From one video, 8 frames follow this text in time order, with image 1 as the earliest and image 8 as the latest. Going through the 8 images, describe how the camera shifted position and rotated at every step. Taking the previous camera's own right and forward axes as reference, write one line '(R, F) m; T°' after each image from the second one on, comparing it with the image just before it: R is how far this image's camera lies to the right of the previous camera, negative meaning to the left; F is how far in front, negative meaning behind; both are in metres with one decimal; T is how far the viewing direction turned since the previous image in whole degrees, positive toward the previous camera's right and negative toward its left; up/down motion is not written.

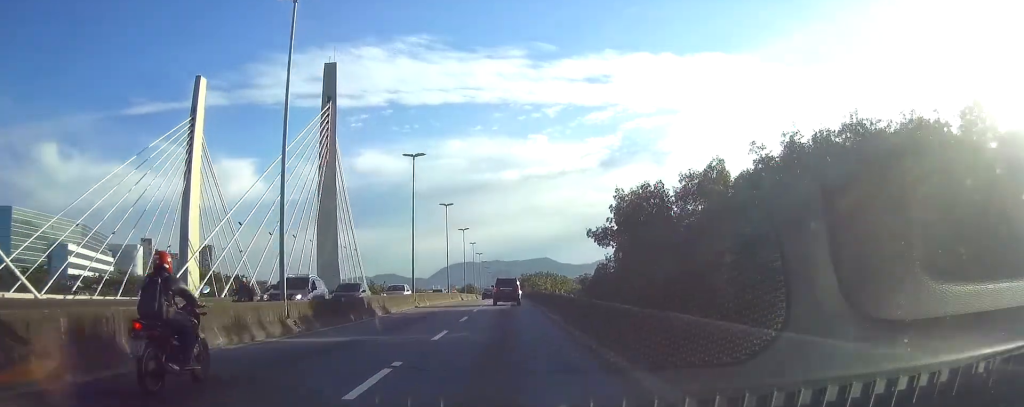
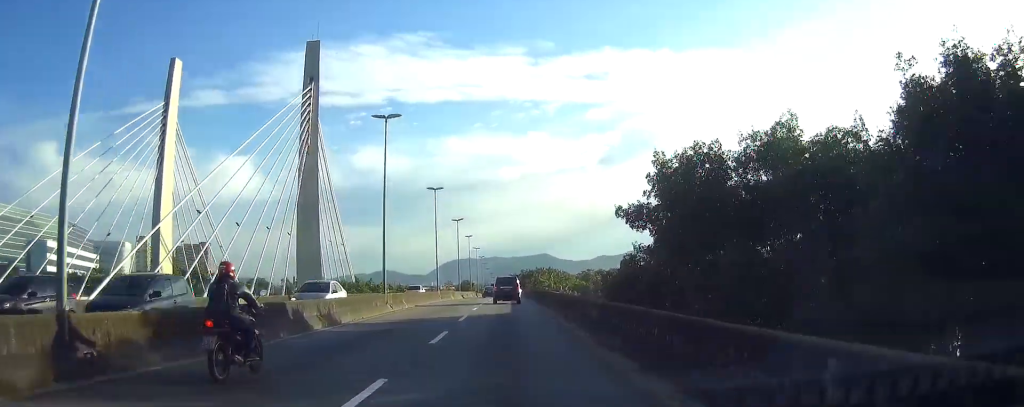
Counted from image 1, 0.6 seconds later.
(+0.1, +10.0) m; 0°
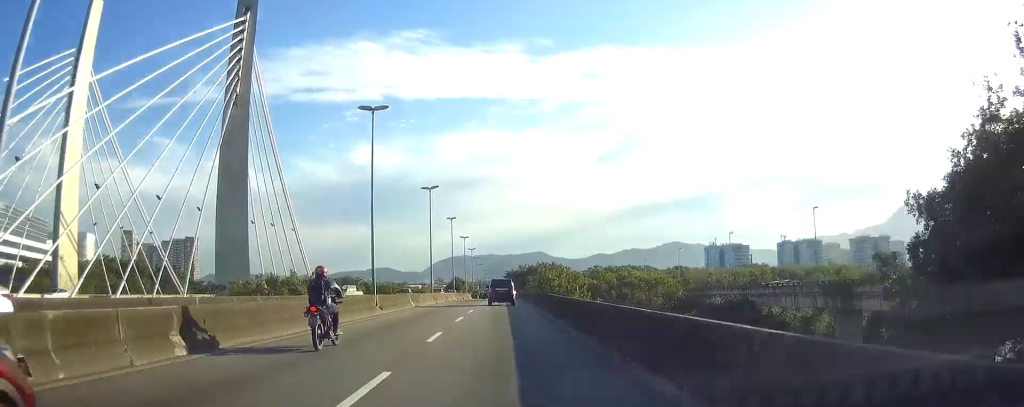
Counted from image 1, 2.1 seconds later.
(-0.1, +26.3) m; 0°
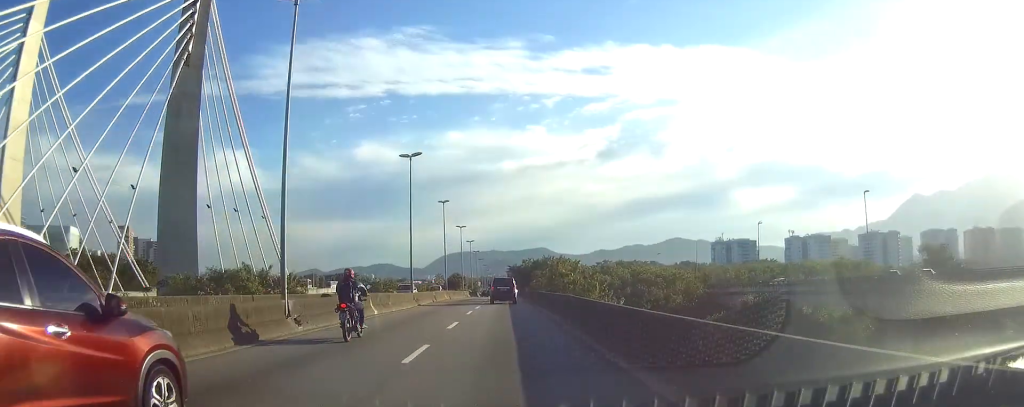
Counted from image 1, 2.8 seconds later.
(+0.1, +13.1) m; 0°
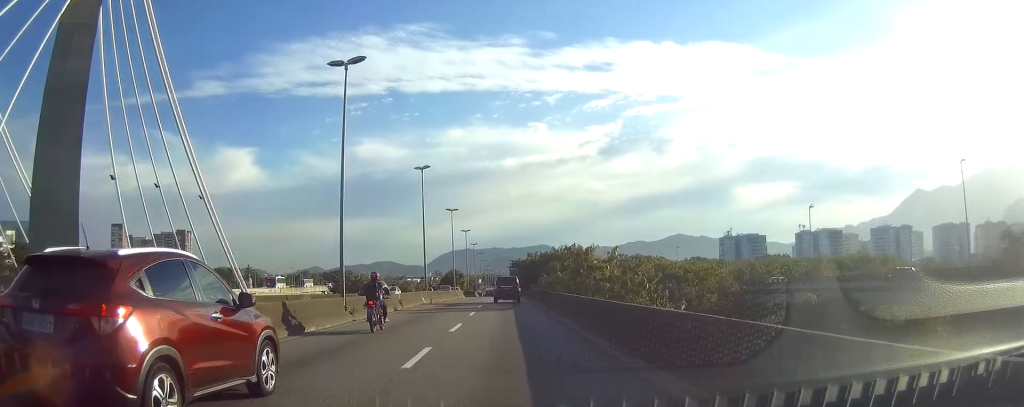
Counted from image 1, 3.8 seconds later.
(0.0, +18.8) m; 0°
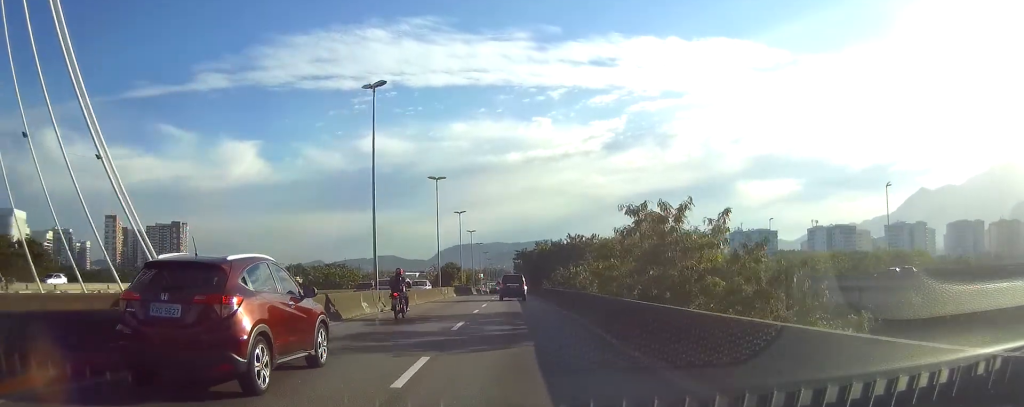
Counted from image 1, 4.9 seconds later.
(+0.1, +19.8) m; 0°
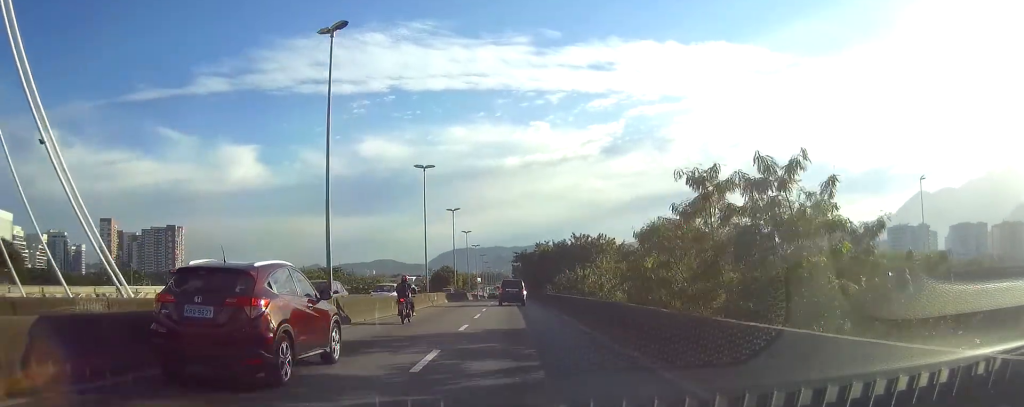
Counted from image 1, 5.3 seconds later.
(-0.1, +7.4) m; 0°
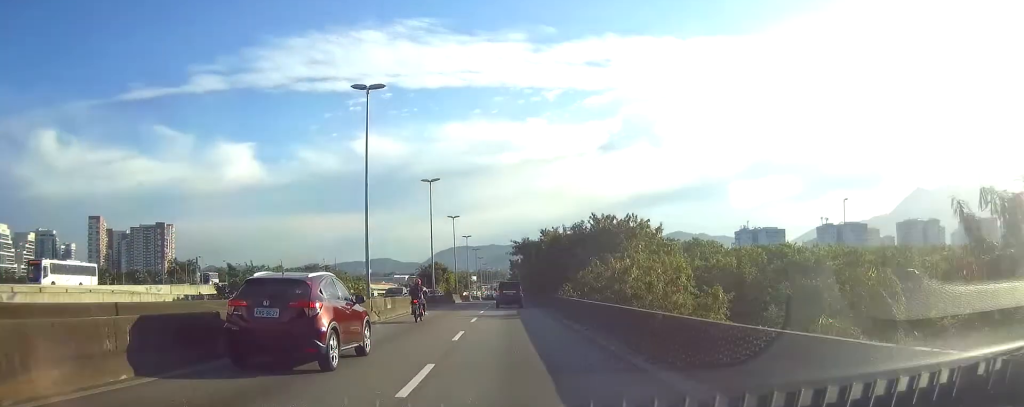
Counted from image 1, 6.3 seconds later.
(-0.1, +19.1) m; 0°
